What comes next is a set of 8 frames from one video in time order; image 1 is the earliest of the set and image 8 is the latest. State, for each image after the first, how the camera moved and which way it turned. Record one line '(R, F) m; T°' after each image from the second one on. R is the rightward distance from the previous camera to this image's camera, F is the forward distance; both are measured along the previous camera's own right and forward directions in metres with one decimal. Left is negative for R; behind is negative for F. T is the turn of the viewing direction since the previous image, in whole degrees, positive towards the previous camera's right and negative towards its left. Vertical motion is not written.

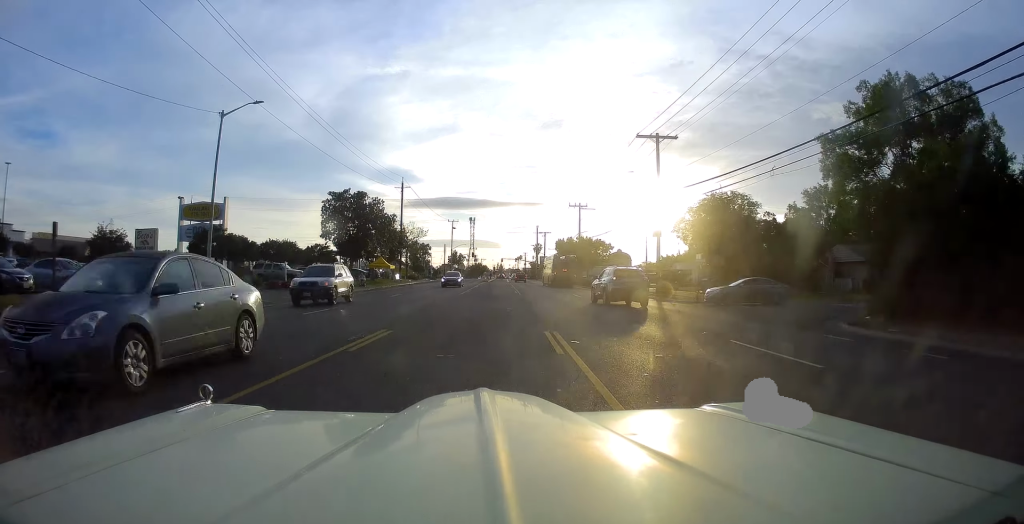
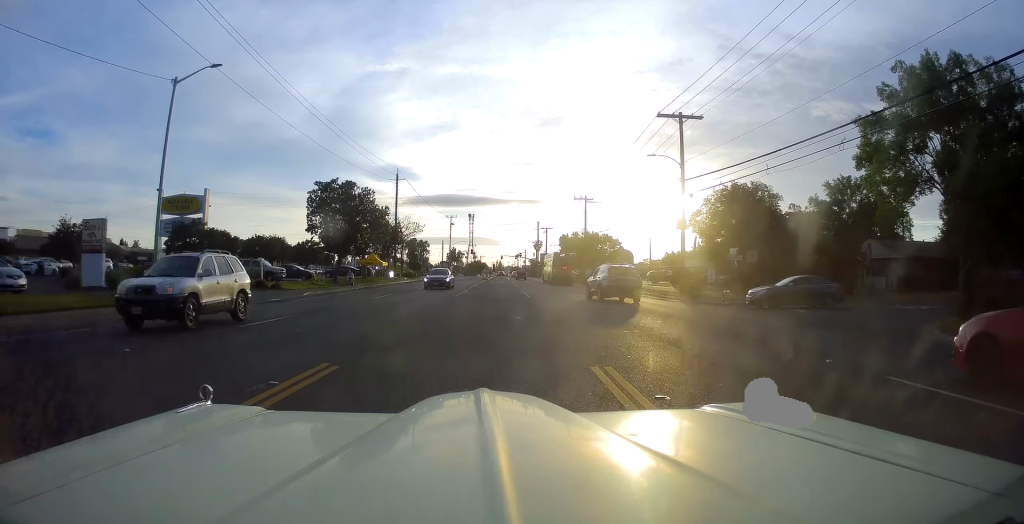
(0.0, +4.8) m; -1°
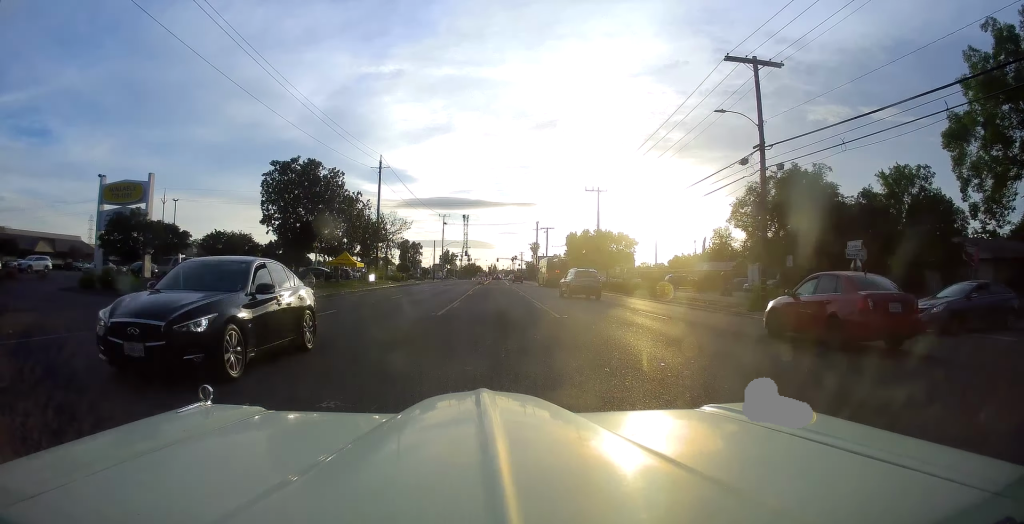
(-0.5, +11.4) m; -5°
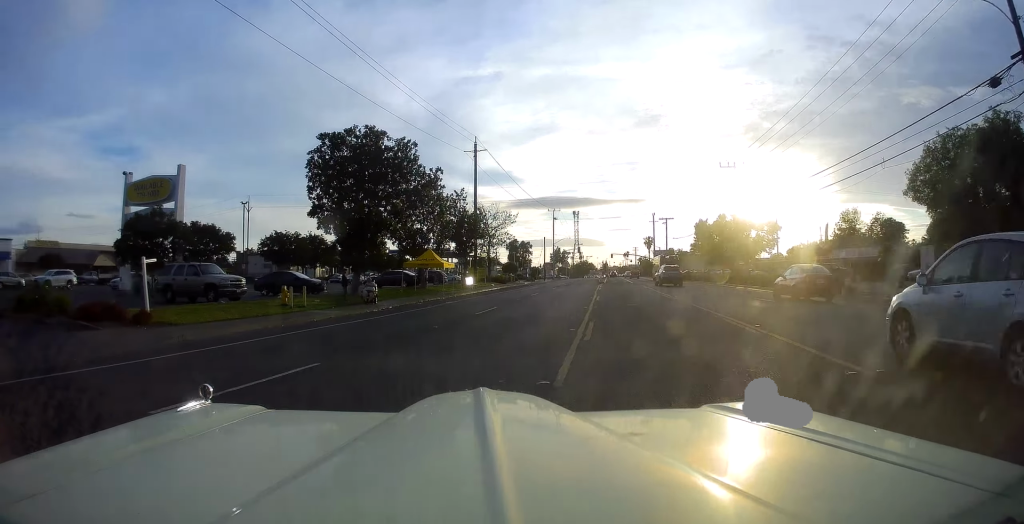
(-0.6, +11.4) m; -8°
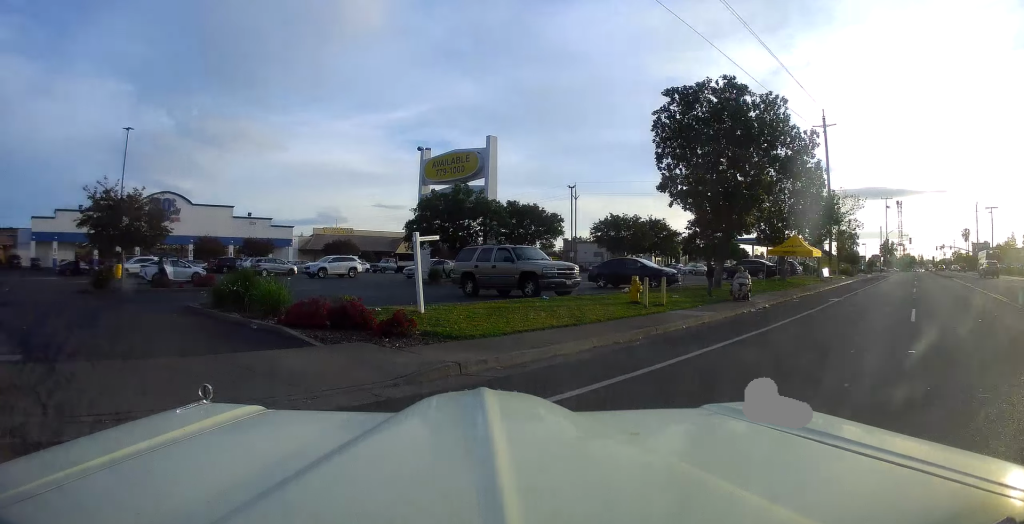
(-0.7, +5.5) m; -39°
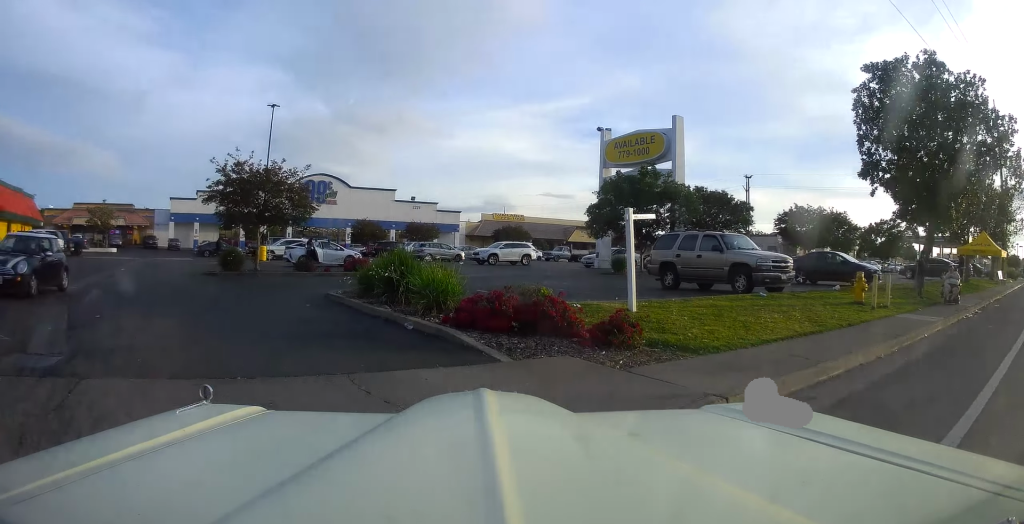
(-0.6, +1.8) m; -32°
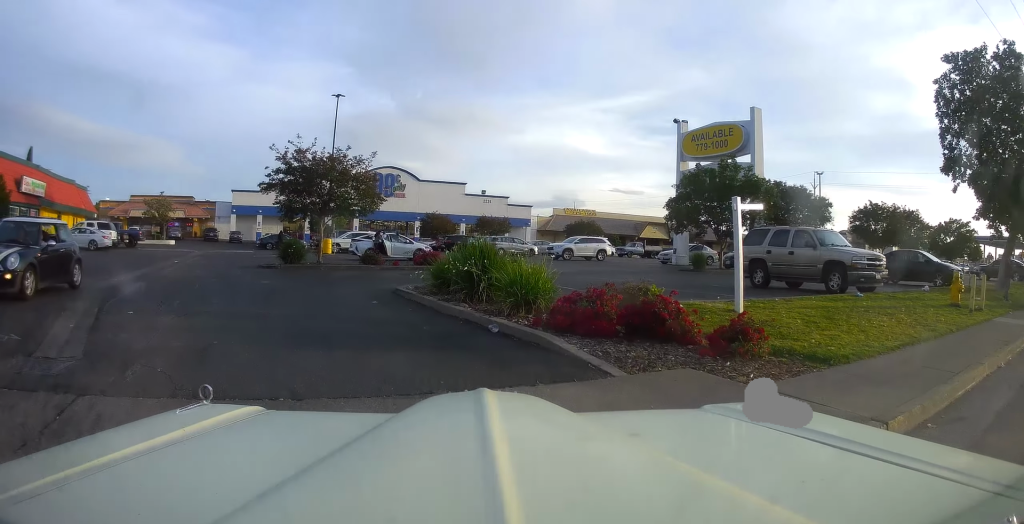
(-0.7, +1.4) m; -15°
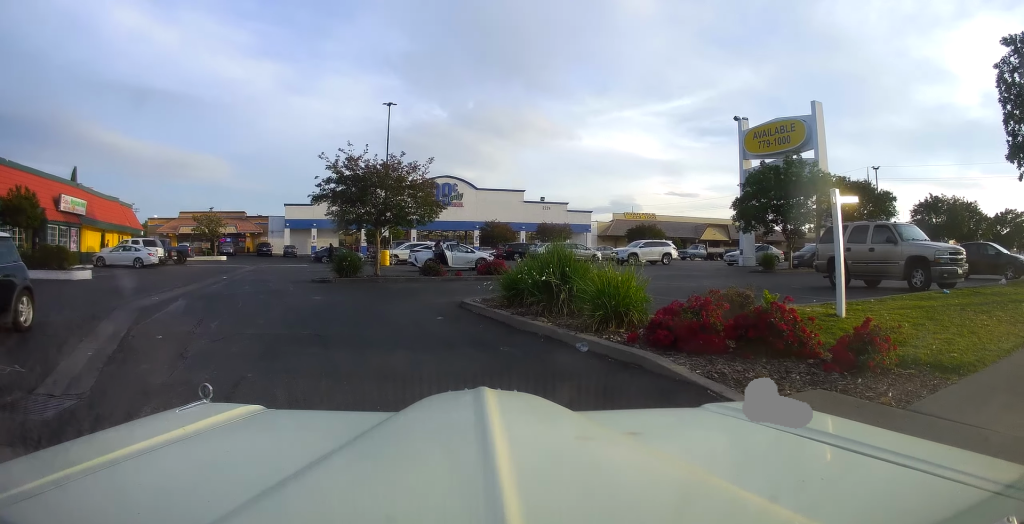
(+0.2, +1.8) m; -4°
